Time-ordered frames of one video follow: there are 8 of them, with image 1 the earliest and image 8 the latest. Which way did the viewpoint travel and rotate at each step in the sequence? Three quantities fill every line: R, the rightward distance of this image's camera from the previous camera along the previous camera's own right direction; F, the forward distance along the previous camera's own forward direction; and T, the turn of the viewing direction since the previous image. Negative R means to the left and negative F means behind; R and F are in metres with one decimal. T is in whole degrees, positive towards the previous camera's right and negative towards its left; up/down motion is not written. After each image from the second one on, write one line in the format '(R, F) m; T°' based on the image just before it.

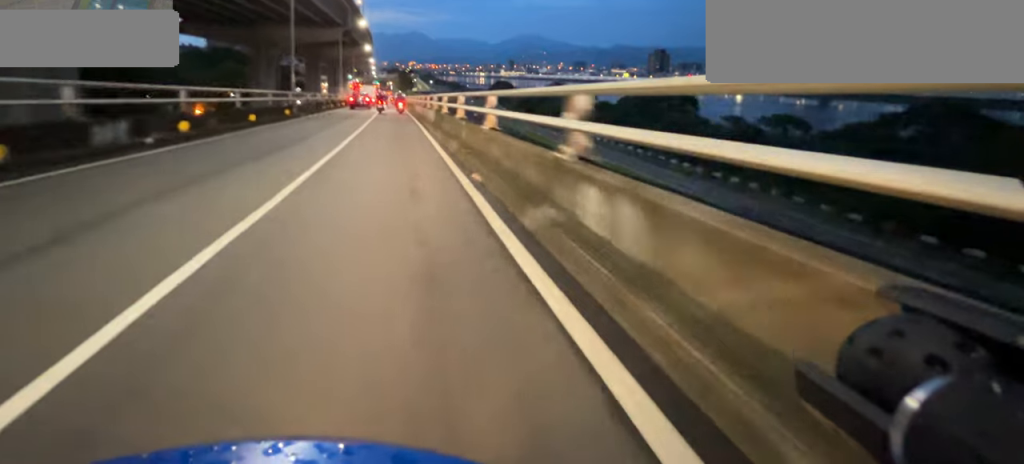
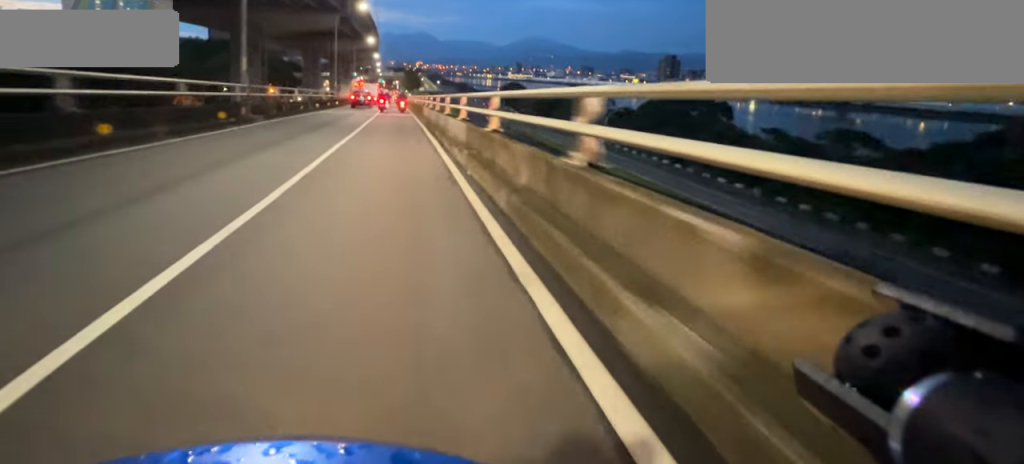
(0.0, +9.2) m; 0°
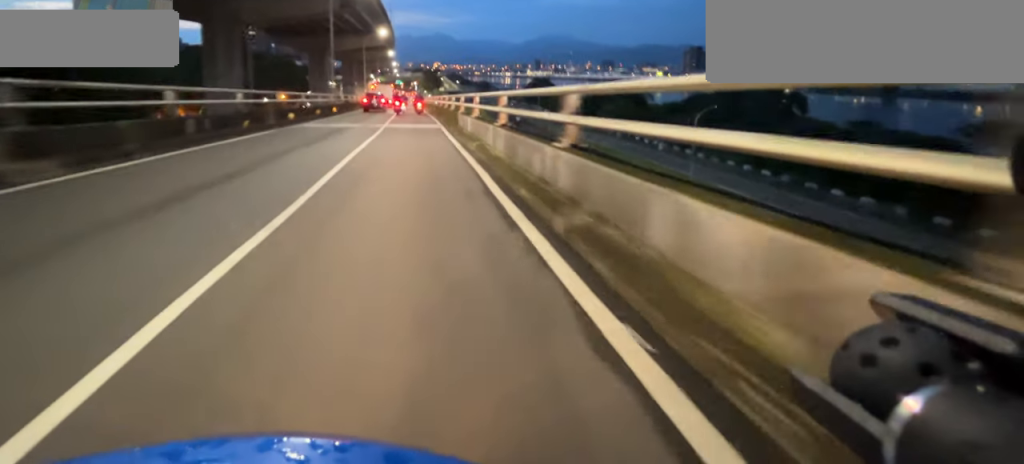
(0.0, +11.0) m; -1°
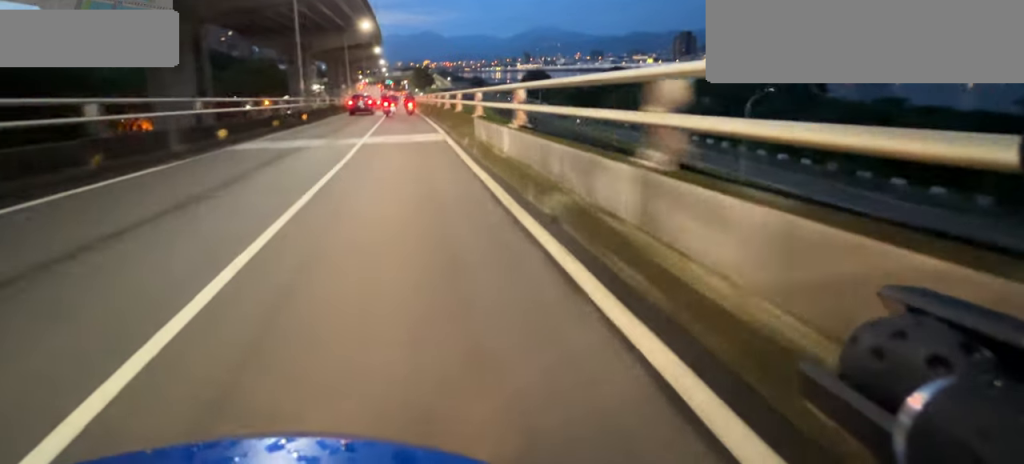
(+0.1, +5.6) m; -2°
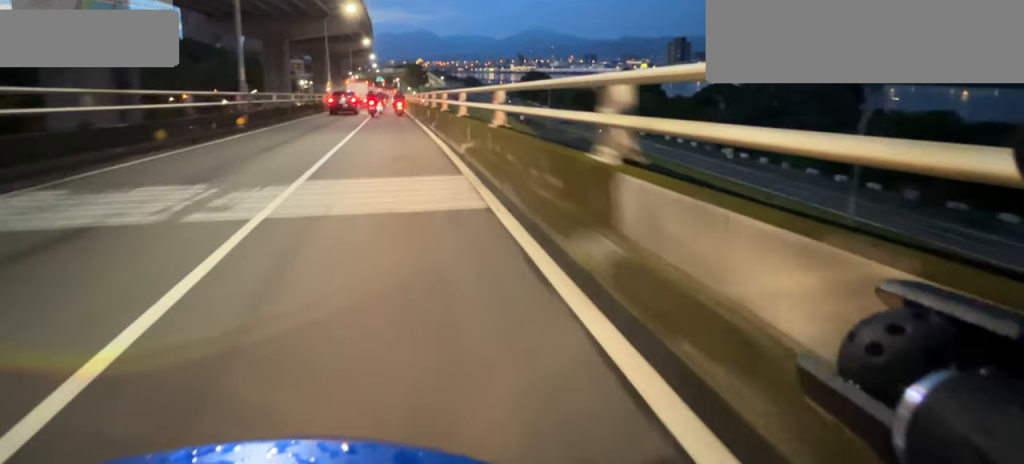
(-0.2, +6.3) m; -2°
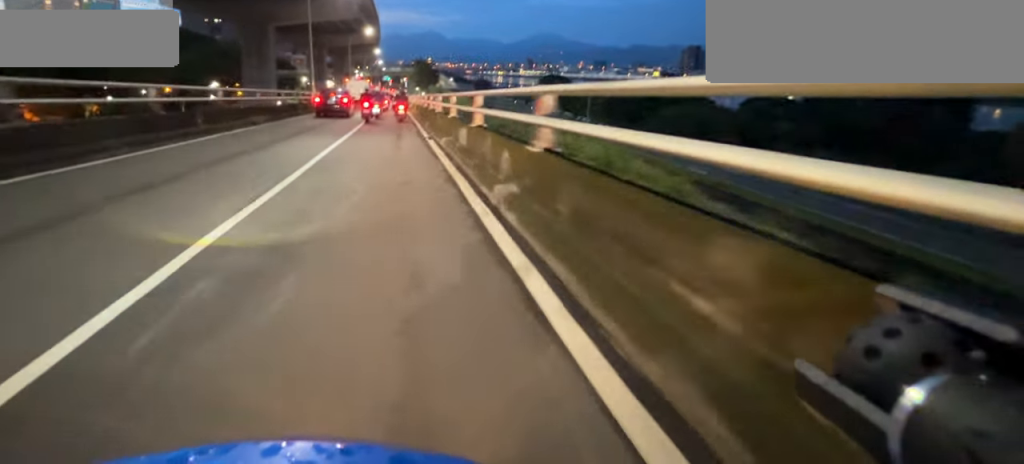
(-0.3, +8.1) m; -2°
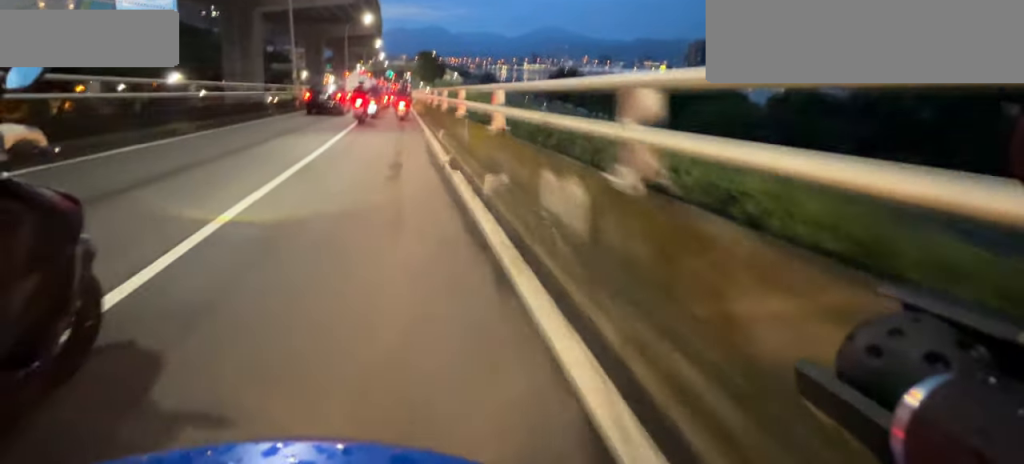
(0.0, +4.2) m; 0°
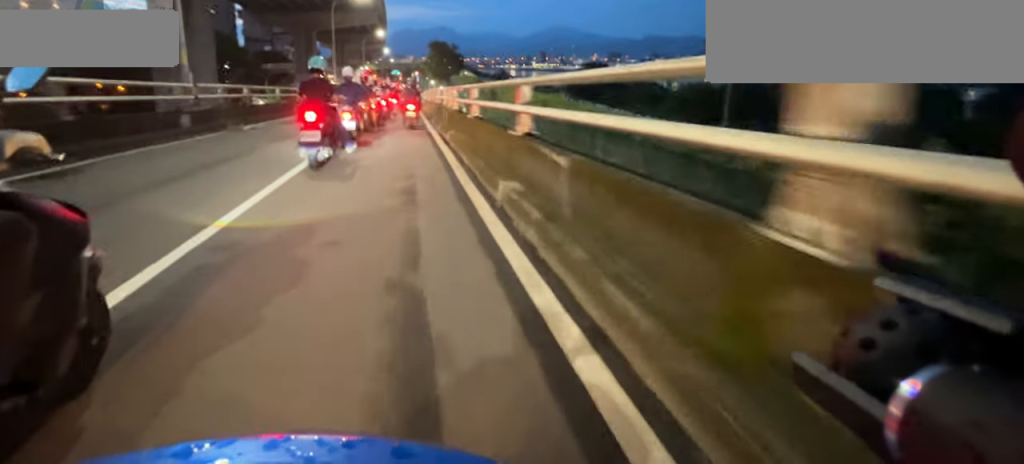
(0.0, +8.9) m; 0°
